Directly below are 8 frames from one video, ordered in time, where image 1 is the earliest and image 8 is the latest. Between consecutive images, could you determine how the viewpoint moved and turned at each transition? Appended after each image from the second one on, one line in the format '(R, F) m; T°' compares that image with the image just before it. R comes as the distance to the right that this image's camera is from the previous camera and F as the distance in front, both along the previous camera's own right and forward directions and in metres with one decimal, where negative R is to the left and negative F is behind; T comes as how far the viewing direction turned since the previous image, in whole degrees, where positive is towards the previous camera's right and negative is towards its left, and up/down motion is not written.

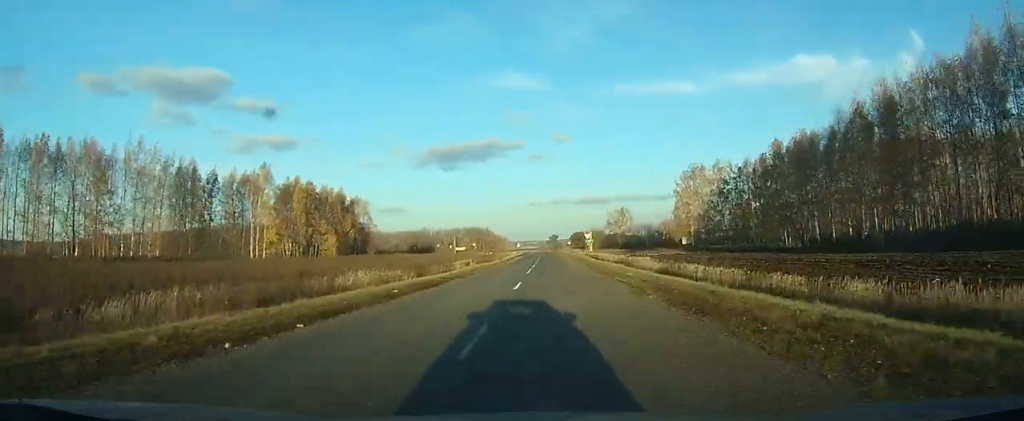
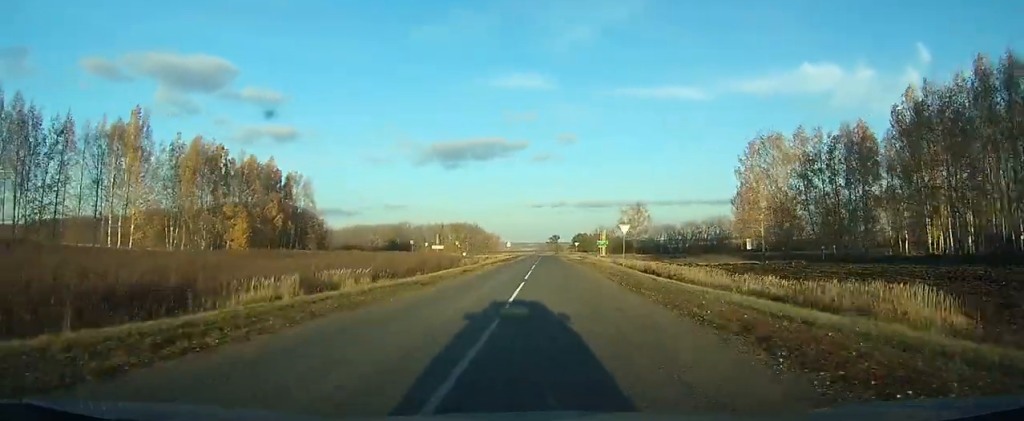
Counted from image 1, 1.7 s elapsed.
(-0.2, +39.7) m; 0°
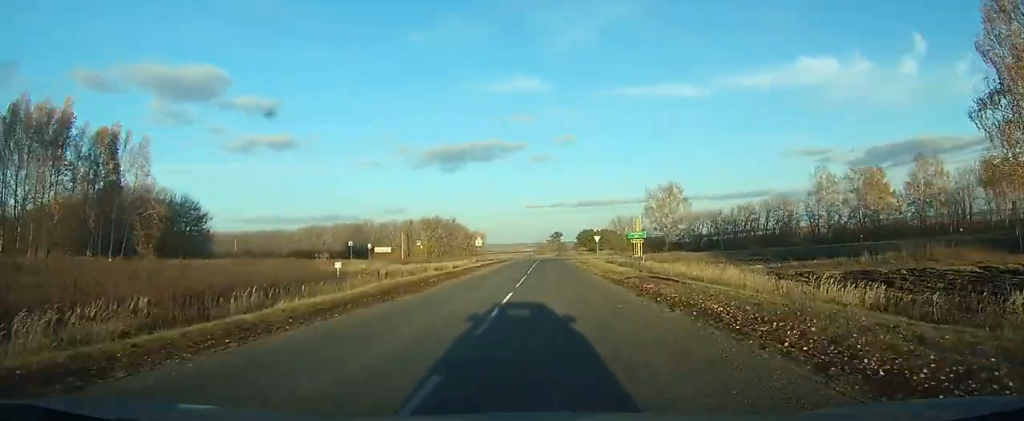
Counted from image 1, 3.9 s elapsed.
(+0.1, +47.6) m; 0°
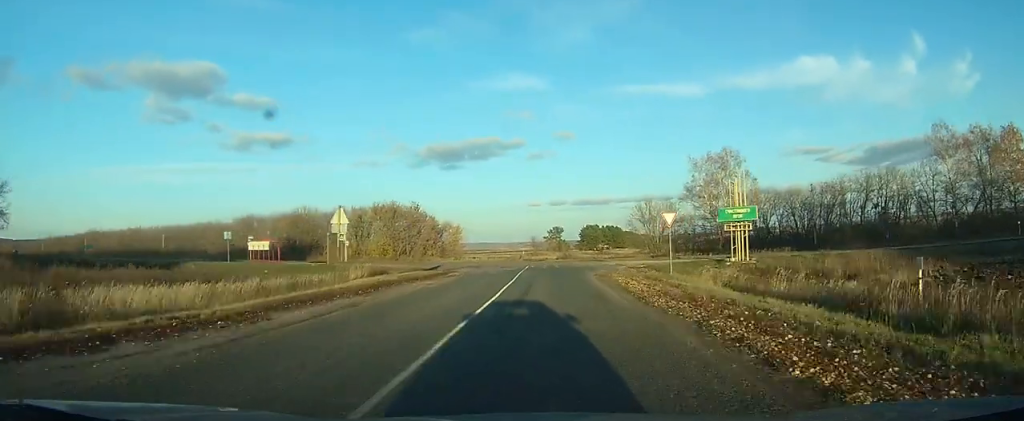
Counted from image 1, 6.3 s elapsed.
(-0.1, +39.5) m; 0°
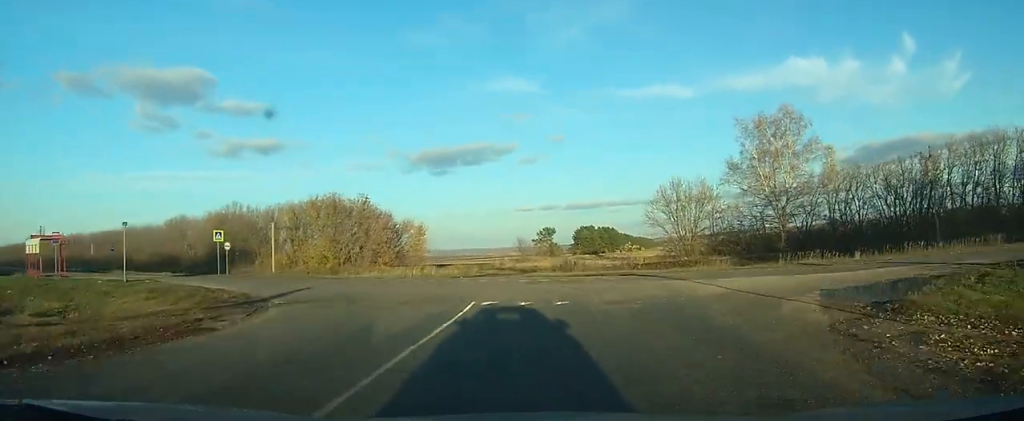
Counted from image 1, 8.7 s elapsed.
(+0.2, +29.4) m; -1°
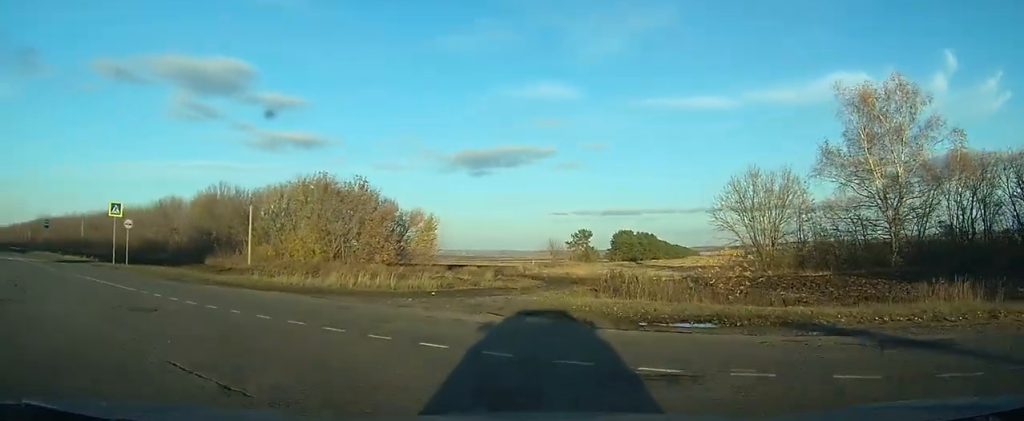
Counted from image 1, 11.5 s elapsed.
(-1.0, +21.3) m; -19°
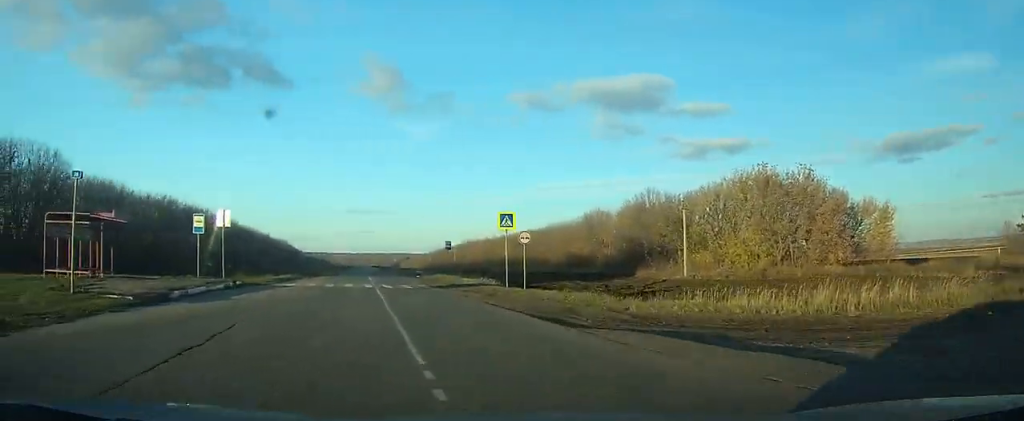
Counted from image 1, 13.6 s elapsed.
(-2.9, +11.0) m; -25°
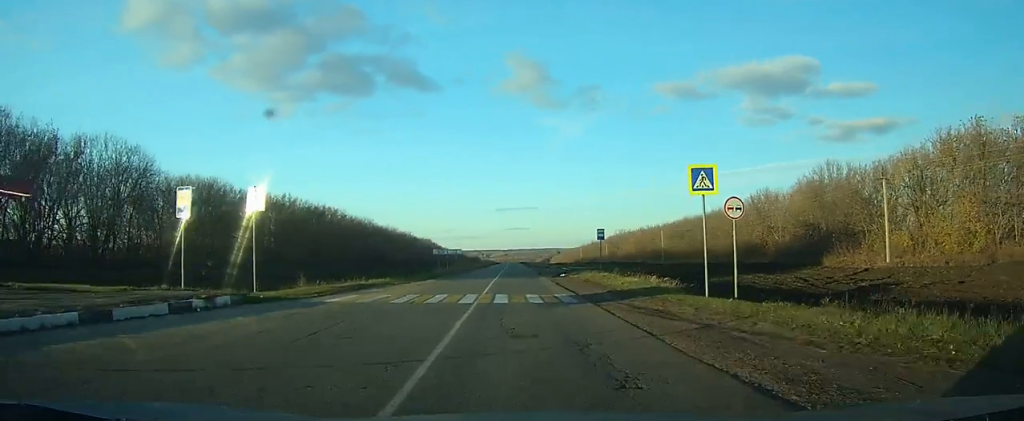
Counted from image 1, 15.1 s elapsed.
(-1.4, +10.3) m; -9°
